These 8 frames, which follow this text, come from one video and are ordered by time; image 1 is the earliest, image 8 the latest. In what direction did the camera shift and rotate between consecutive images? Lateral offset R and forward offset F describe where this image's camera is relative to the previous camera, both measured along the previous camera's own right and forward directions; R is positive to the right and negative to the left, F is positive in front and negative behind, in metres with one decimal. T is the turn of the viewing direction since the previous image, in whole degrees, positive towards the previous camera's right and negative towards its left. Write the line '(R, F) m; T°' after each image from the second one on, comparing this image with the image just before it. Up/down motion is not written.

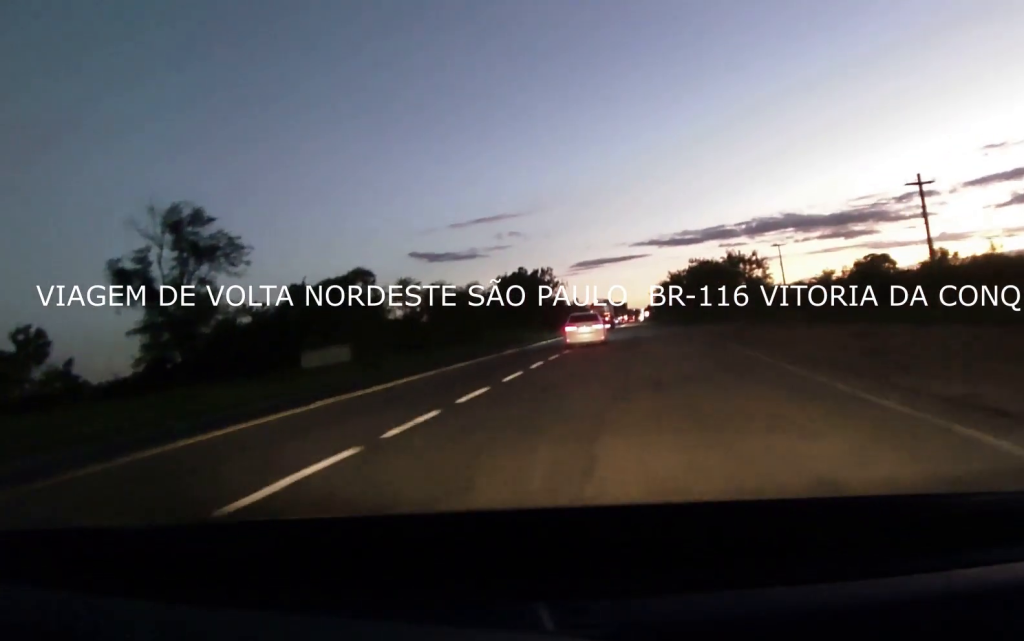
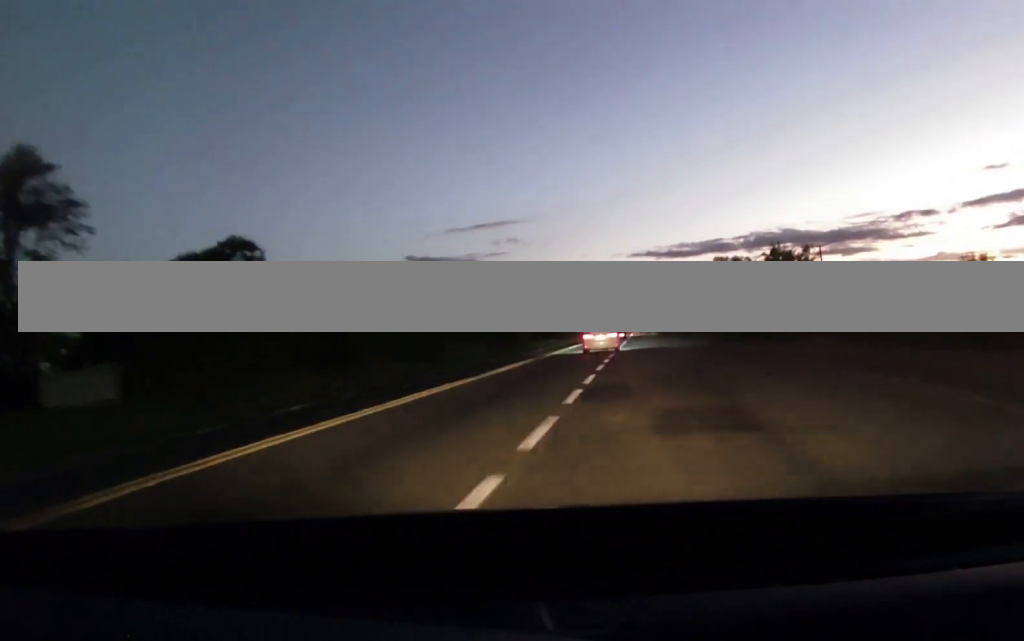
(+0.1, +21.5) m; 0°
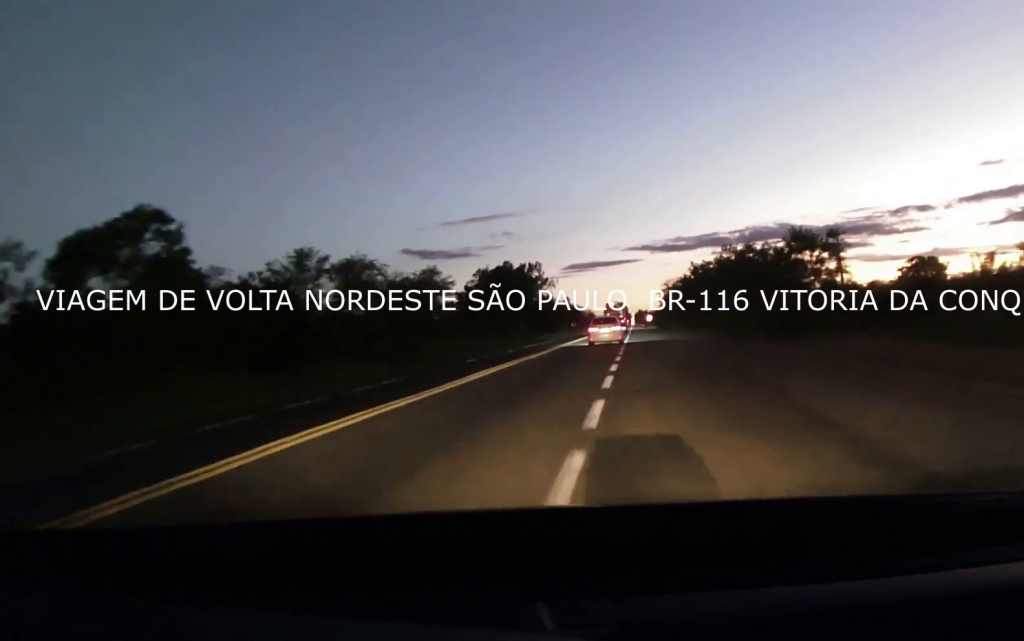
(0.0, +8.3) m; 0°
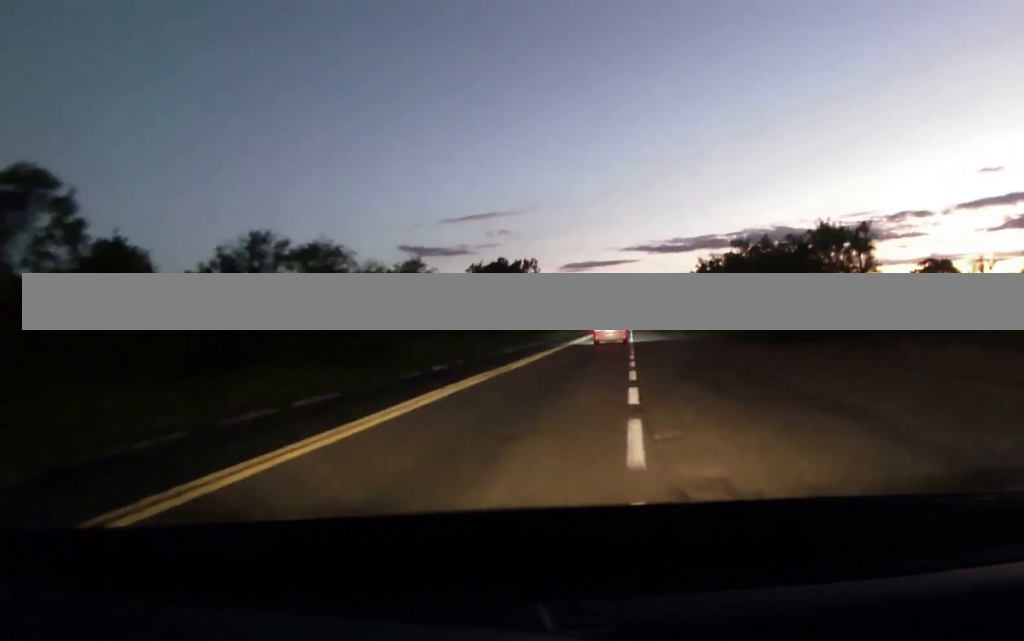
(+0.2, +7.5) m; 0°
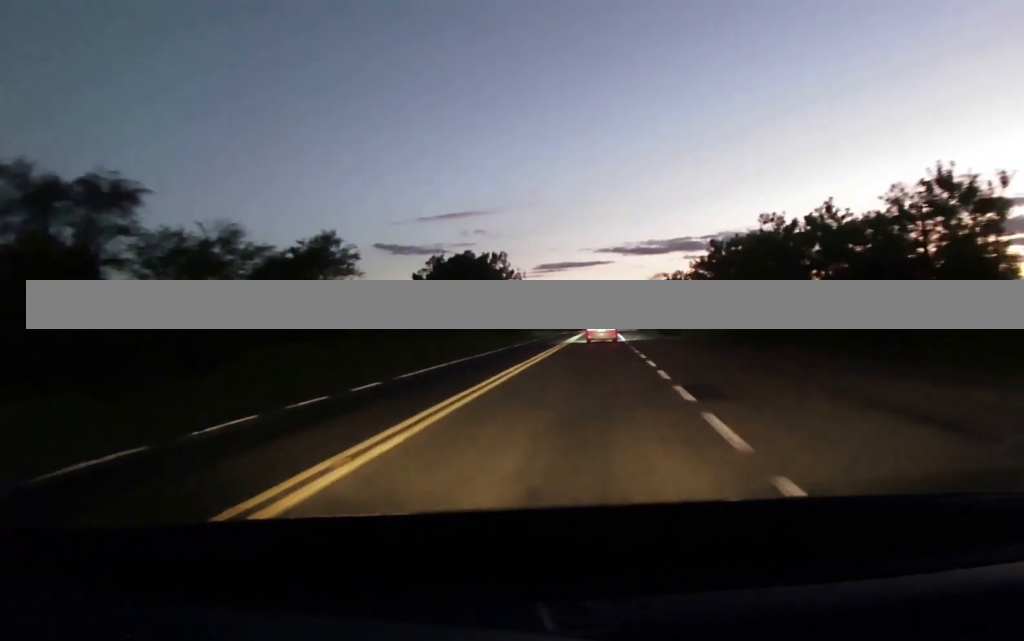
(-0.2, +22.0) m; +1°
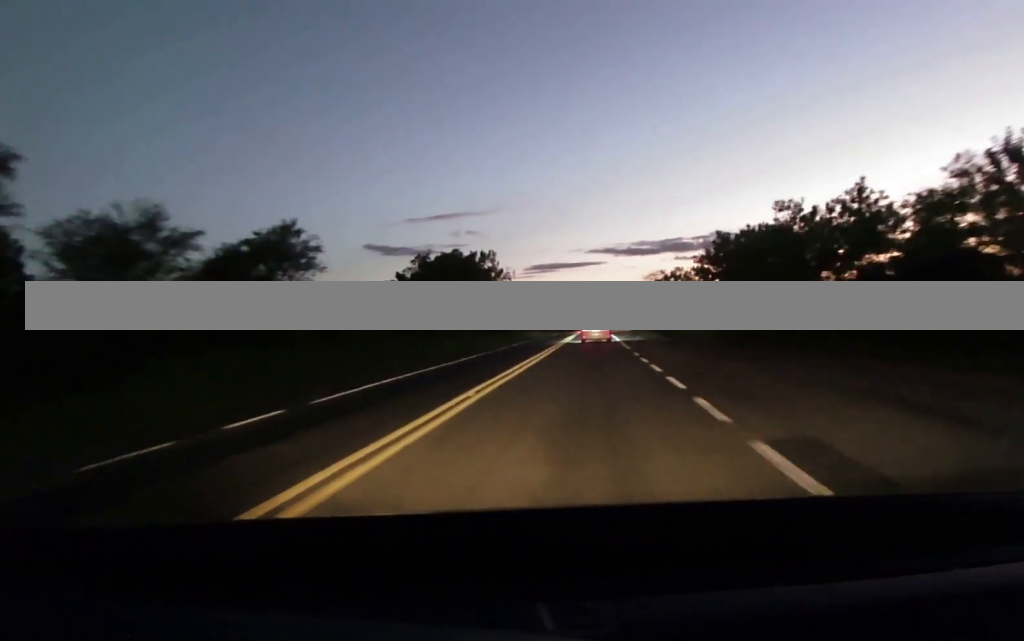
(+0.1, +6.8) m; +1°
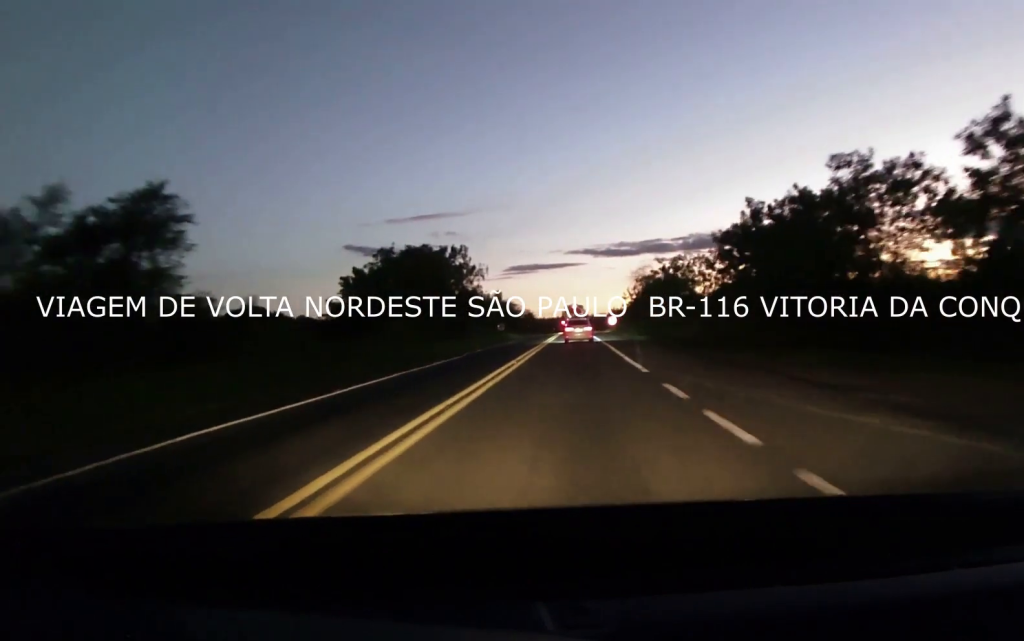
(+0.3, +15.7) m; +1°
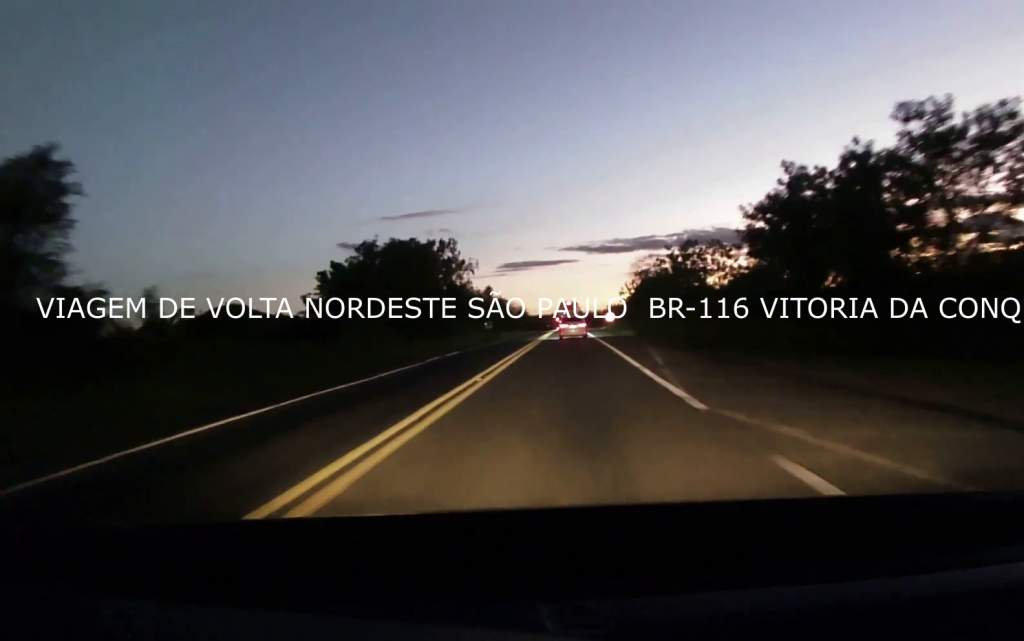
(0.0, +8.9) m; 0°
